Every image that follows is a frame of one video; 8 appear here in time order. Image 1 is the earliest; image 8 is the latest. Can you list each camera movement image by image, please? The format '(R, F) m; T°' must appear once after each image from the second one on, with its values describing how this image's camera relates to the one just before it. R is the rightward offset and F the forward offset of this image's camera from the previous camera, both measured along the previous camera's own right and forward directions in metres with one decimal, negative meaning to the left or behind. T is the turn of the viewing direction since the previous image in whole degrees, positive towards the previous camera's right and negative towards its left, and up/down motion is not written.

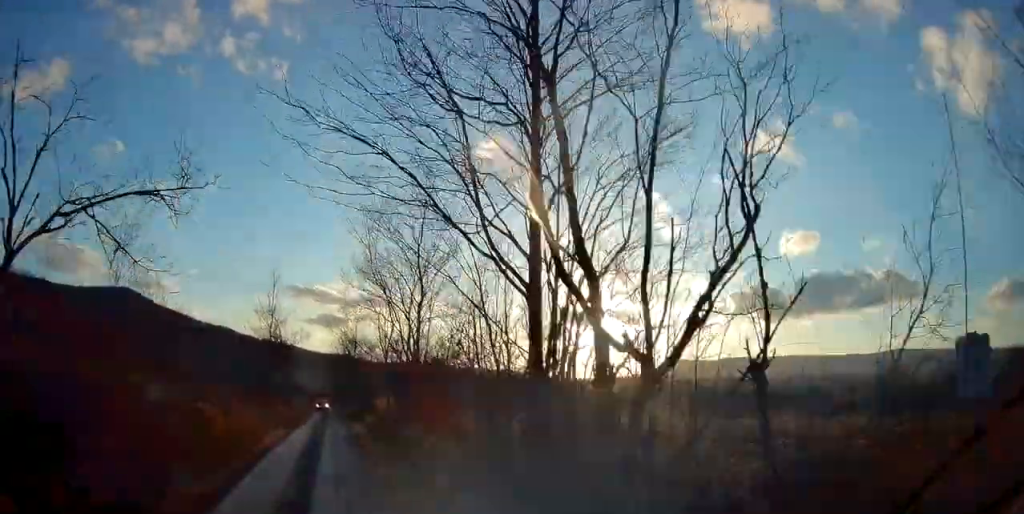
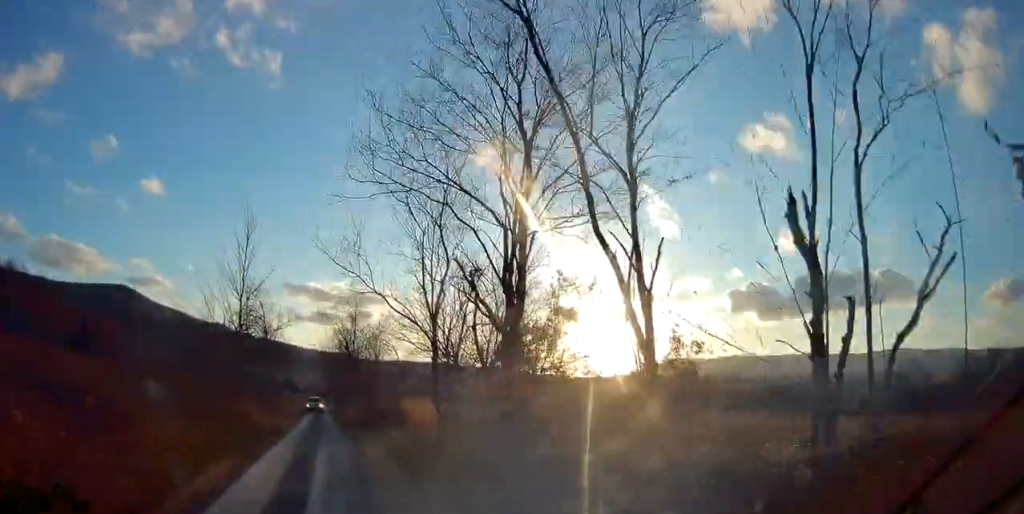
(-5.1, +15.4) m; -5°
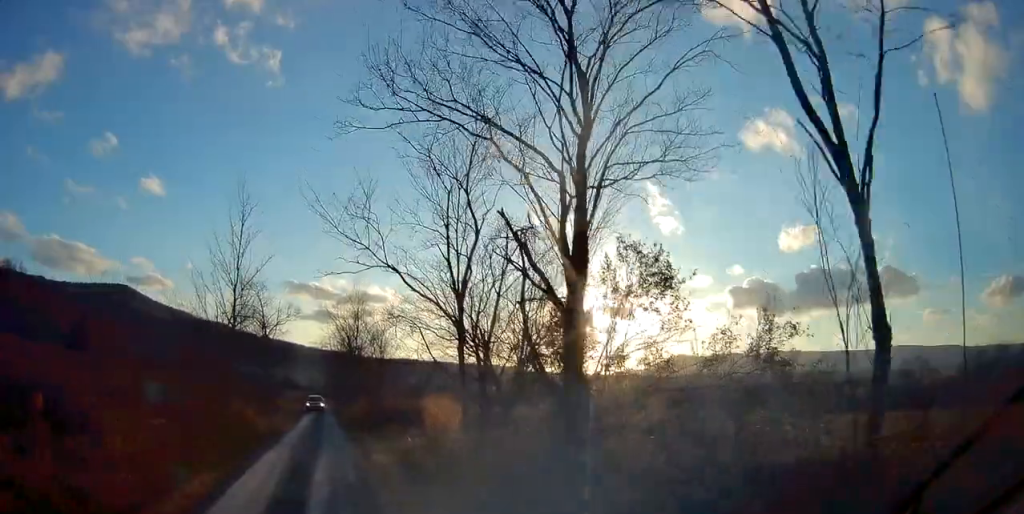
(+0.4, +2.8) m; +5°
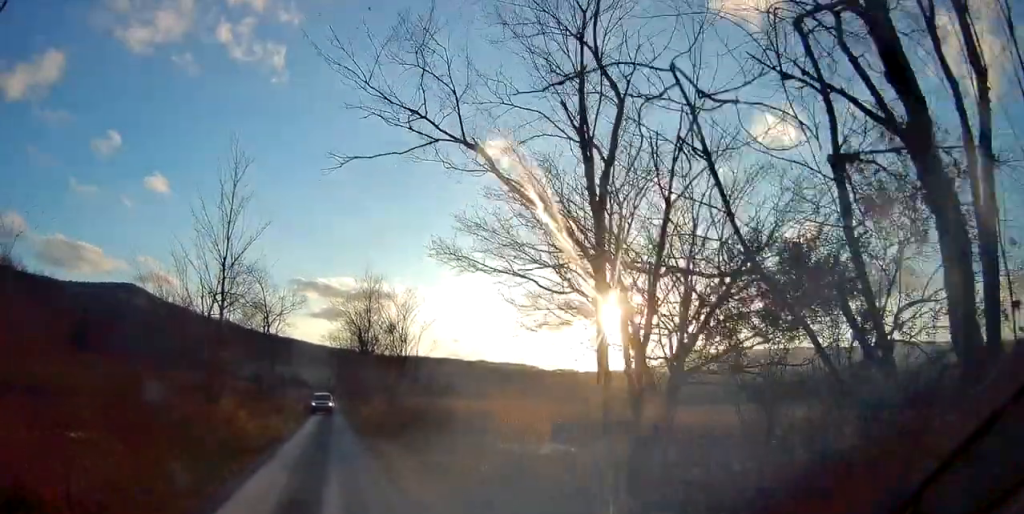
(+0.4, +5.6) m; +2°
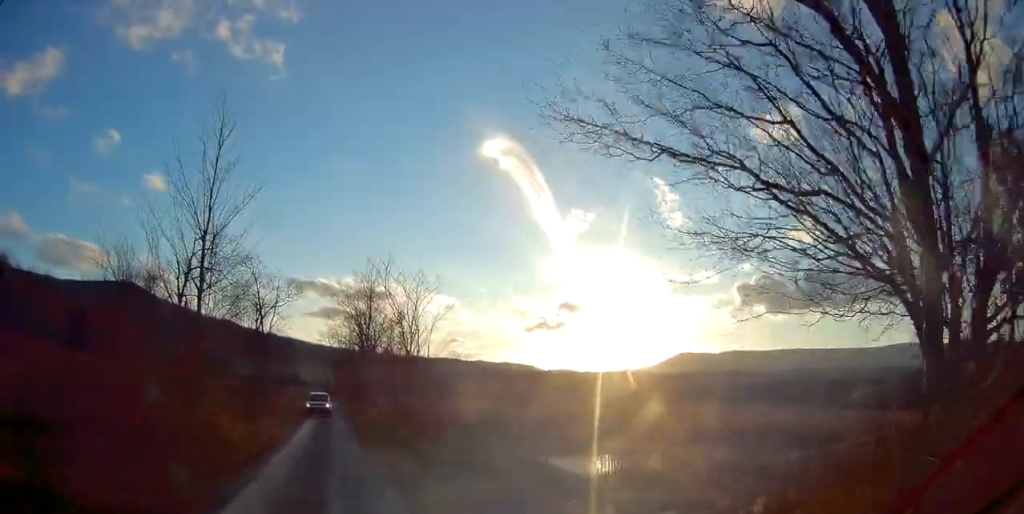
(-0.1, +4.1) m; +3°
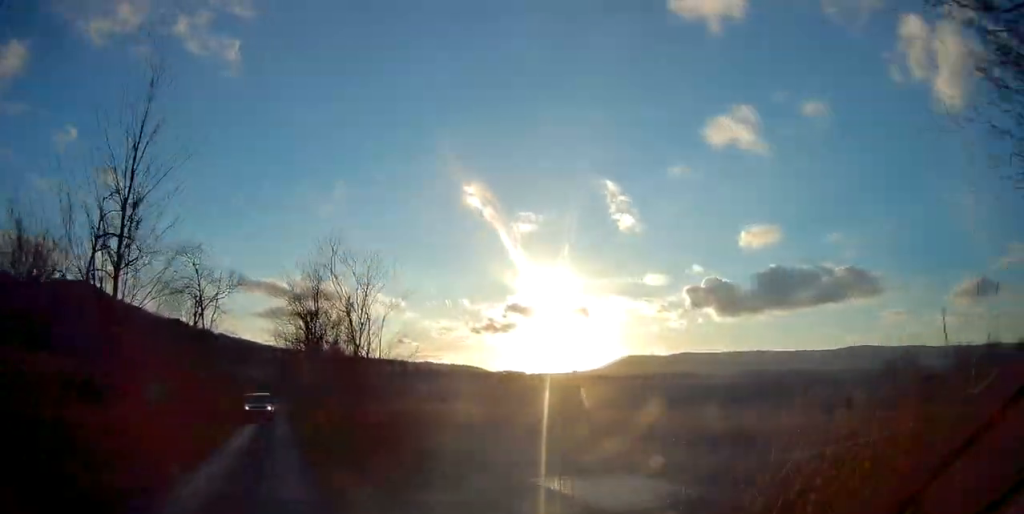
(+0.3, +3.6) m; +7°
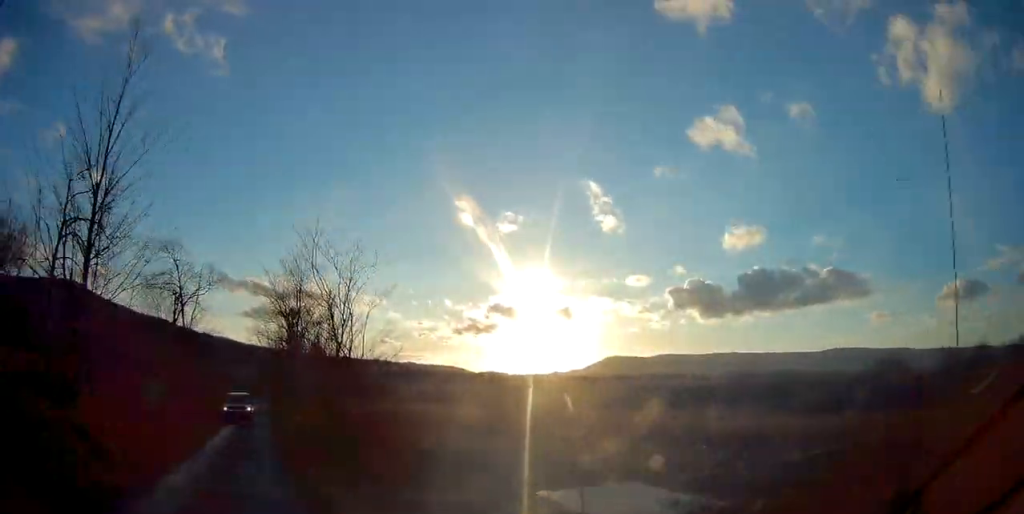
(+0.1, +1.2) m; +1°
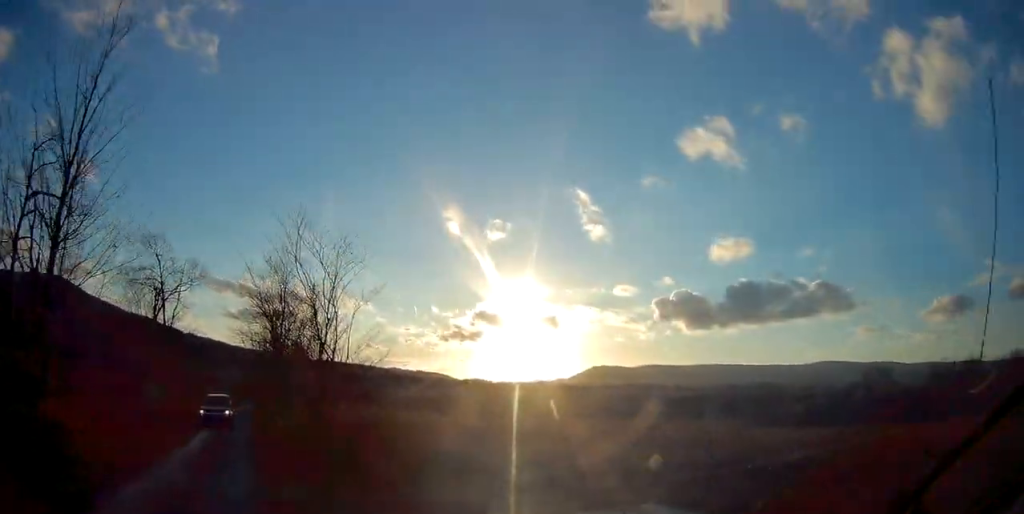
(-0.1, +1.6) m; -3°
